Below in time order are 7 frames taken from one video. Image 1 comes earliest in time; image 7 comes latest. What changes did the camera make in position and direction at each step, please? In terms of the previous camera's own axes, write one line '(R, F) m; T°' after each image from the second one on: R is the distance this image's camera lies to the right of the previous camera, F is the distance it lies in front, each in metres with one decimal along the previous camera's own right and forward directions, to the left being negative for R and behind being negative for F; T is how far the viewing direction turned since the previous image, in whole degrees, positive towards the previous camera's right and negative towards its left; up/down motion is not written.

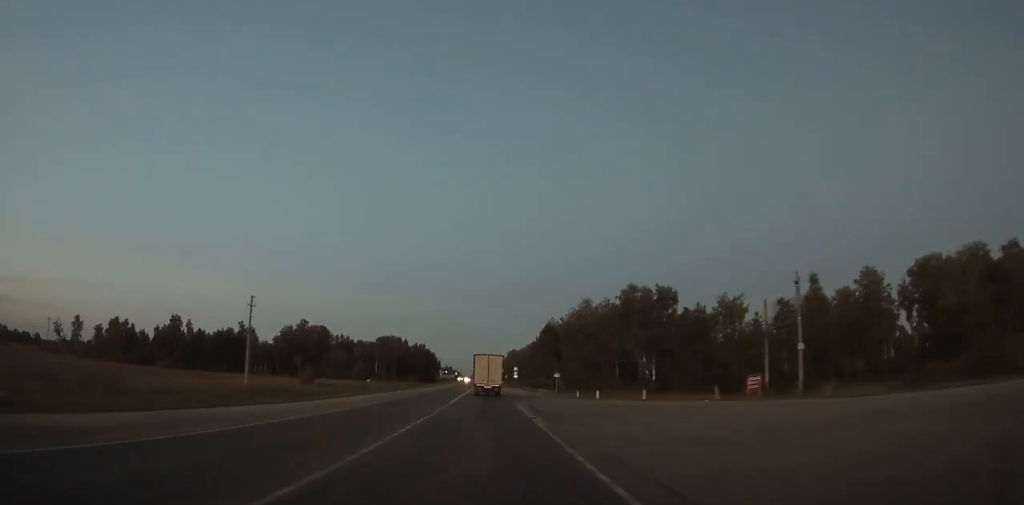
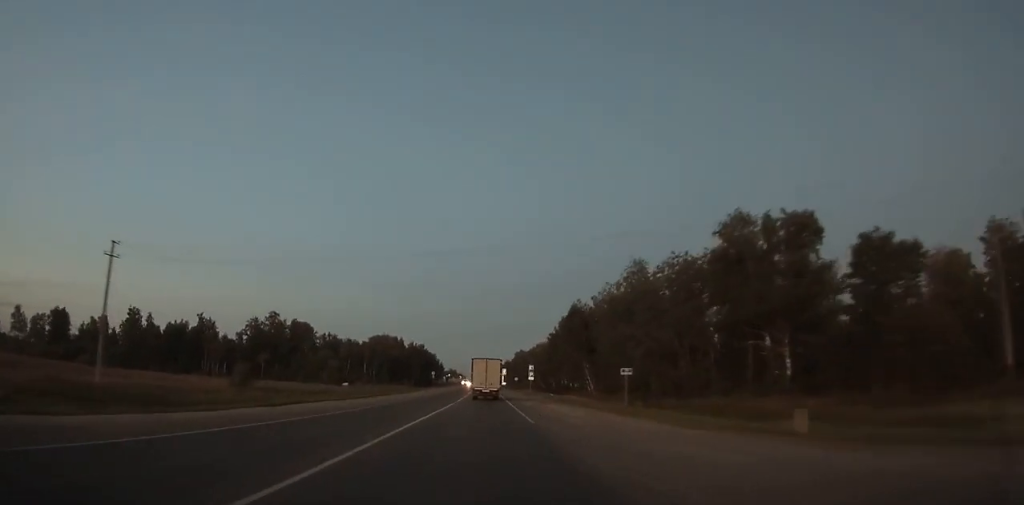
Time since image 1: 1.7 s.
(-0.1, +35.8) m; 0°
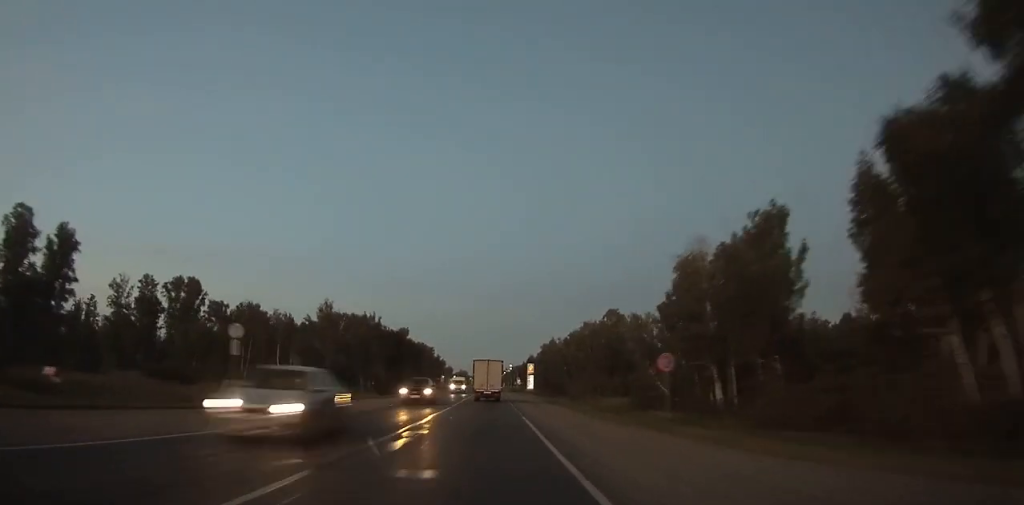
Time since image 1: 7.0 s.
(-1.3, +111.3) m; -1°
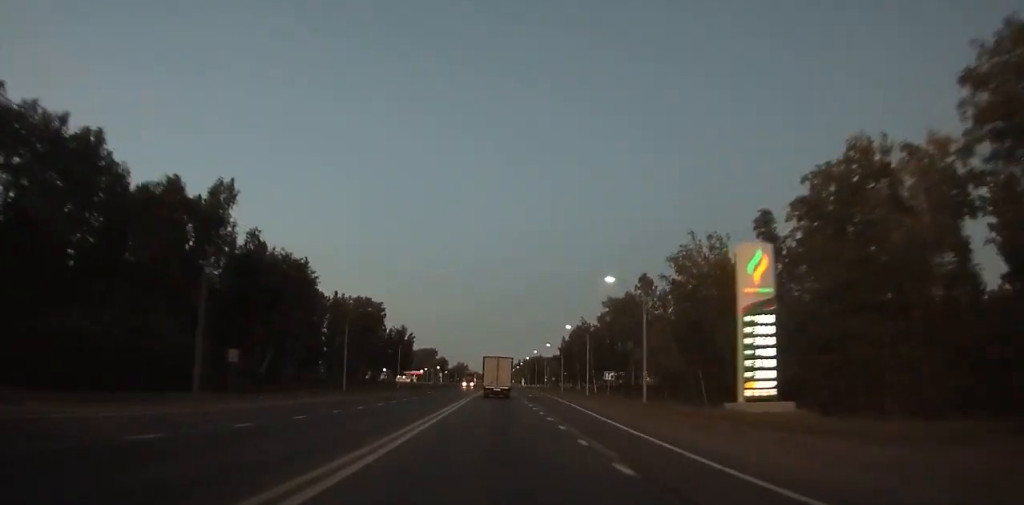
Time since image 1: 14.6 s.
(-2.1, +158.6) m; -1°
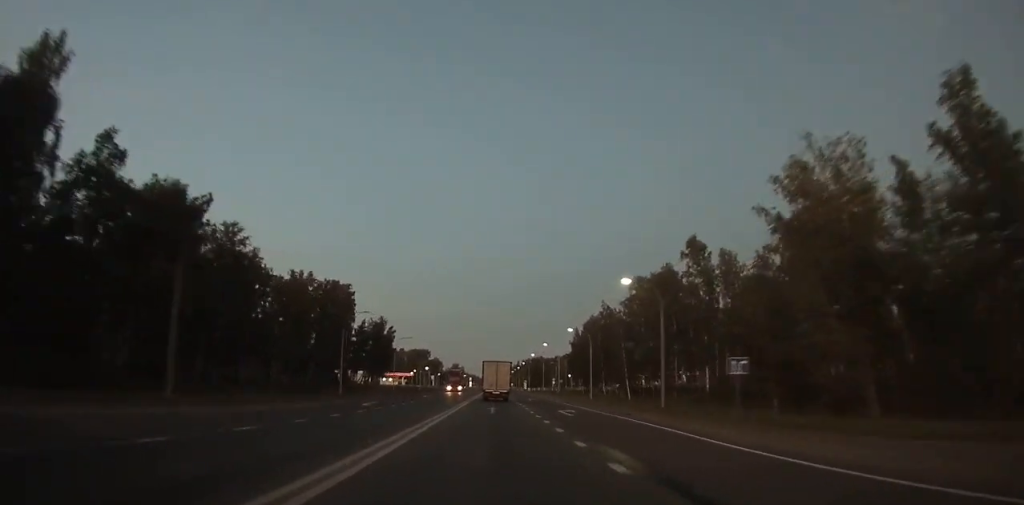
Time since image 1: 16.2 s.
(0.0, +33.2) m; 0°
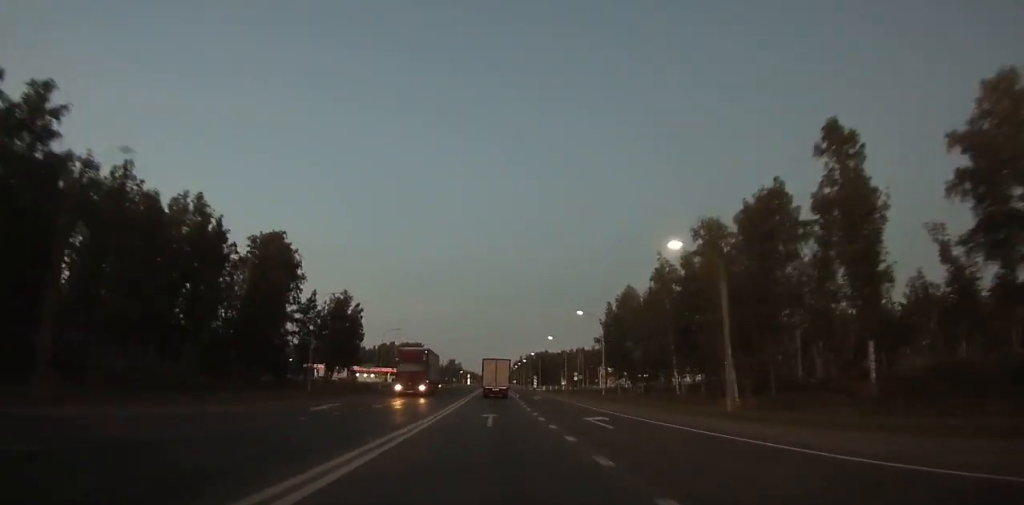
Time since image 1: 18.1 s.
(+0.2, +39.5) m; 0°
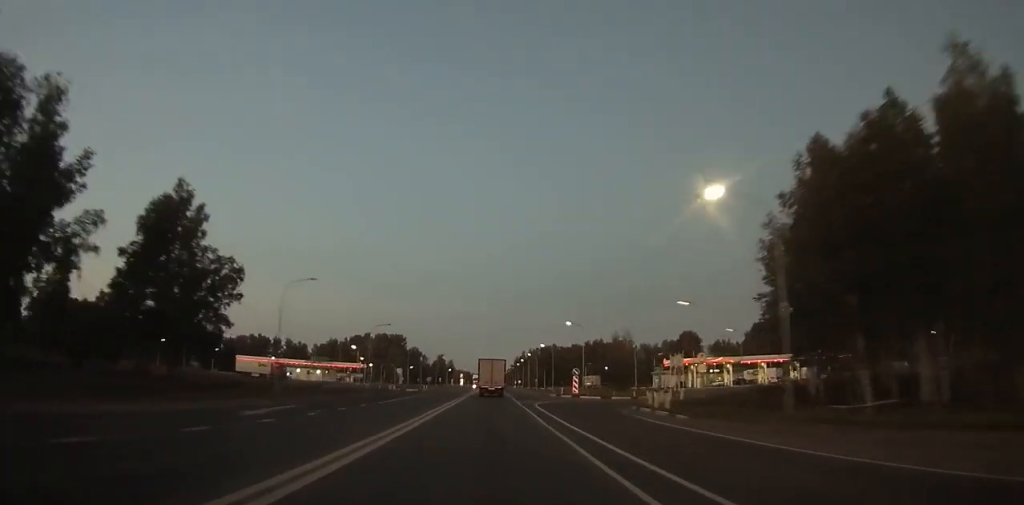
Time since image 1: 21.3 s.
(+0.3, +66.9) m; 0°
